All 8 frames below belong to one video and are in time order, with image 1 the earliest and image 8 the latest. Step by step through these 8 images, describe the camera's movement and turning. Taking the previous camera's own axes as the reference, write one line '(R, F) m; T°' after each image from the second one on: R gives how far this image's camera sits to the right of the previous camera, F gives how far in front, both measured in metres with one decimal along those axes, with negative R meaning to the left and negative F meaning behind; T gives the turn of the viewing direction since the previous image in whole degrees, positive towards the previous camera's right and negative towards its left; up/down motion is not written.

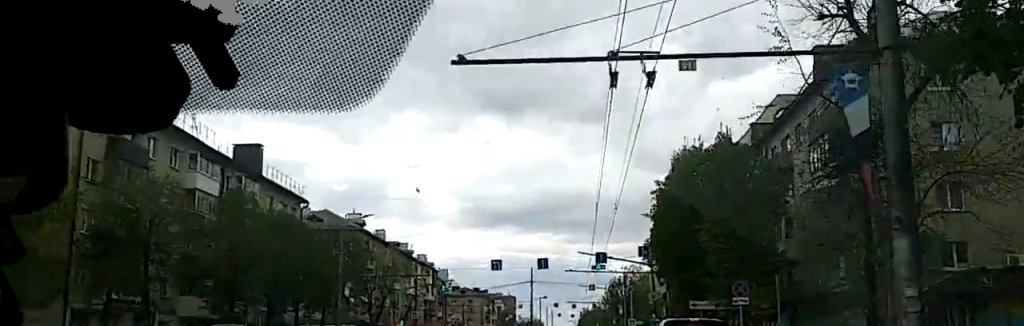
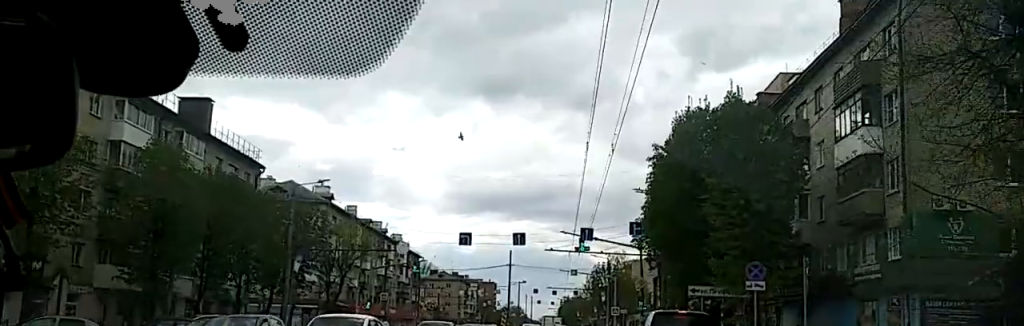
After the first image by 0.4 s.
(+0.2, +6.8) m; +1°
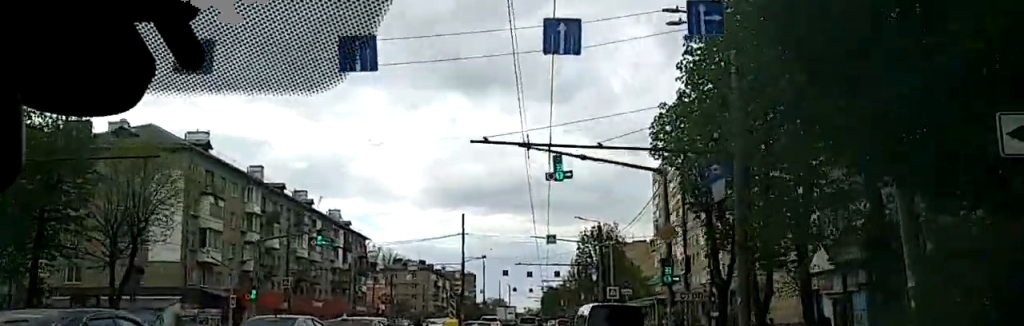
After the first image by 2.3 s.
(+0.9, +28.9) m; +2°
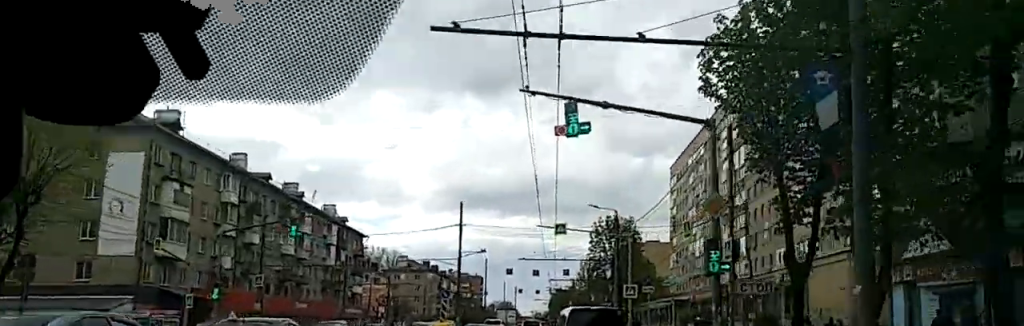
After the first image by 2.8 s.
(+0.1, +8.8) m; 0°
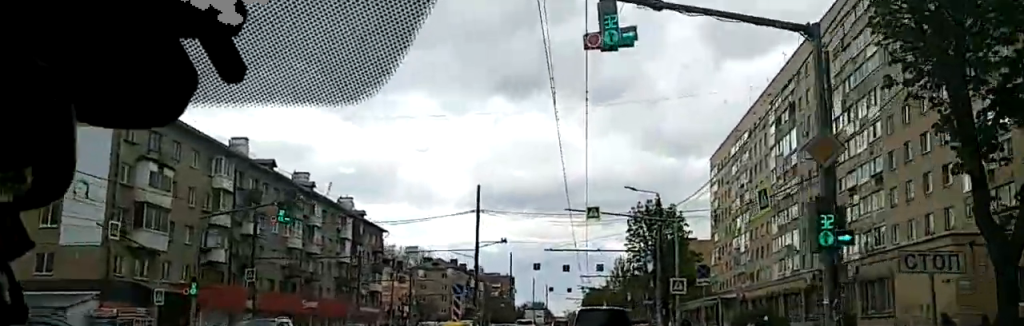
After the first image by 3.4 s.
(-0.3, +8.1) m; 0°
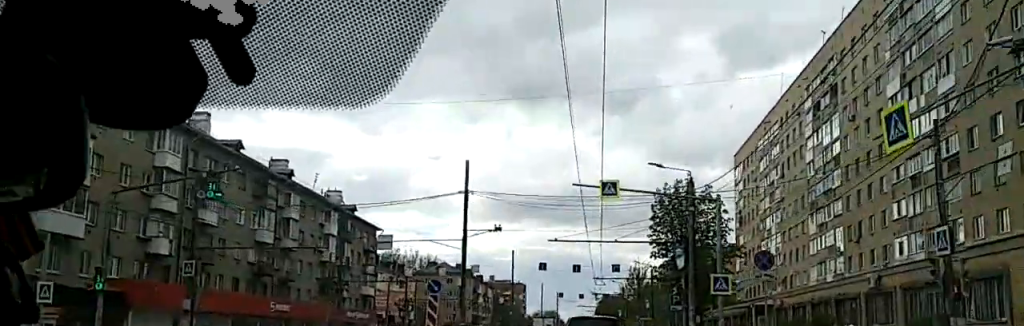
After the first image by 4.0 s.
(+0.1, +10.3) m; -1°
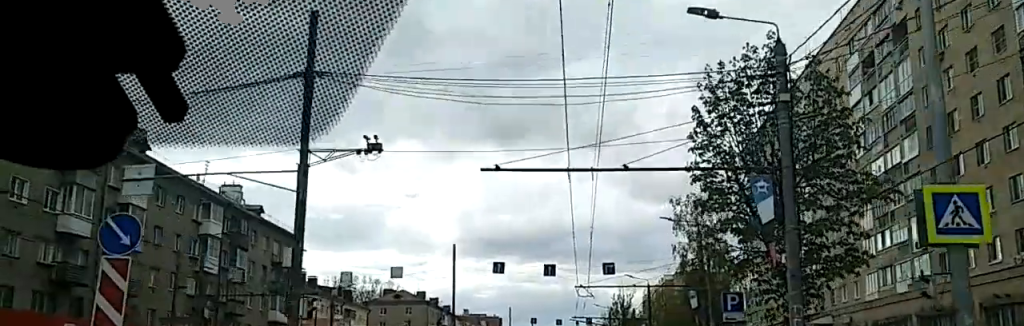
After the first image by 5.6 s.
(-0.9, +22.7) m; -4°
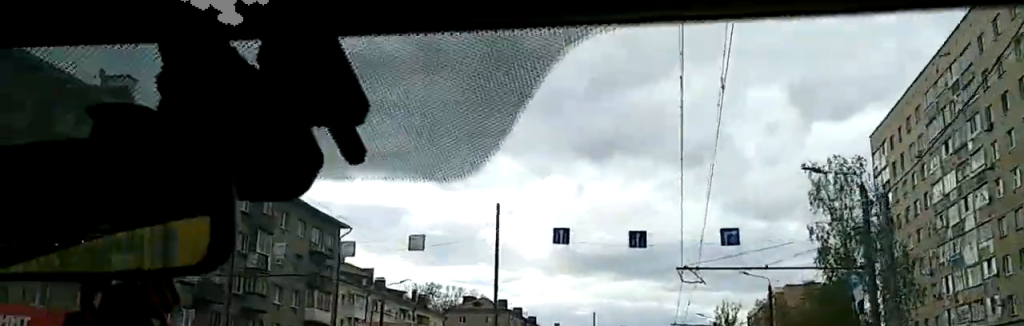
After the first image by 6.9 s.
(+0.5, +15.2) m; +1°
